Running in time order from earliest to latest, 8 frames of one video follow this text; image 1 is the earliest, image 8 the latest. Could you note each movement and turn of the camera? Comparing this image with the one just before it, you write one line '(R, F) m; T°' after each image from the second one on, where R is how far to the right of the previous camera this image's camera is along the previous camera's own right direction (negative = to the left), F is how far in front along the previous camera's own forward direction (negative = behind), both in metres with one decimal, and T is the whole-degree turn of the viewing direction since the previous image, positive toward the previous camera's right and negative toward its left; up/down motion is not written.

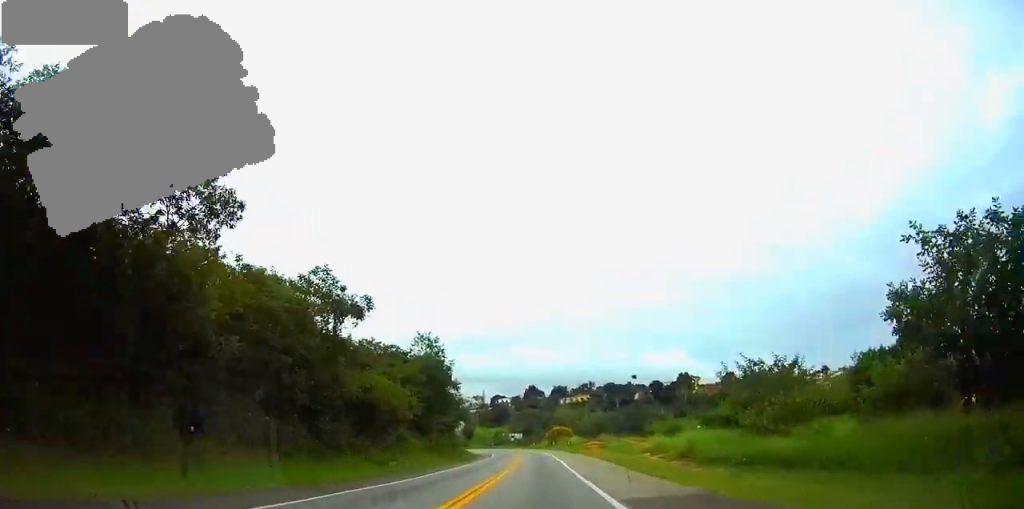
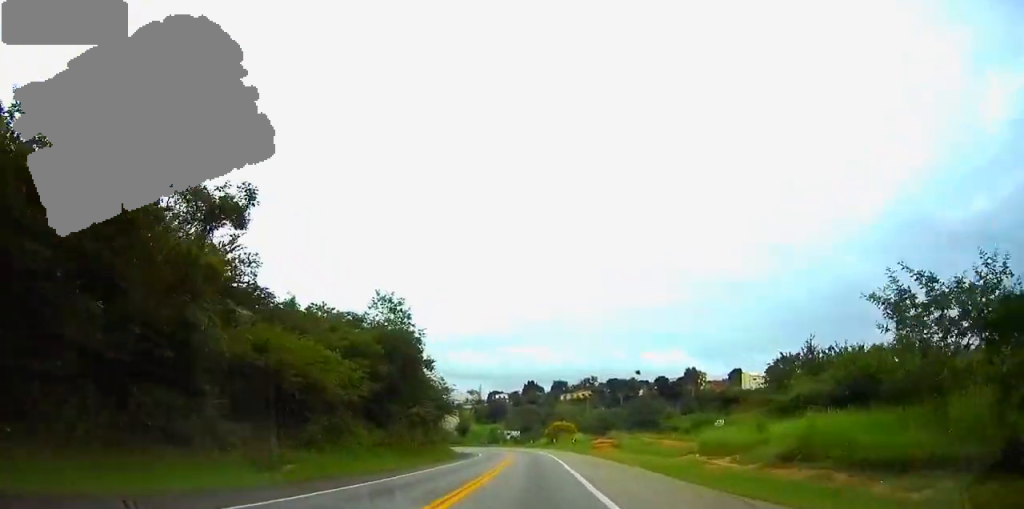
(0.0, +18.1) m; 0°
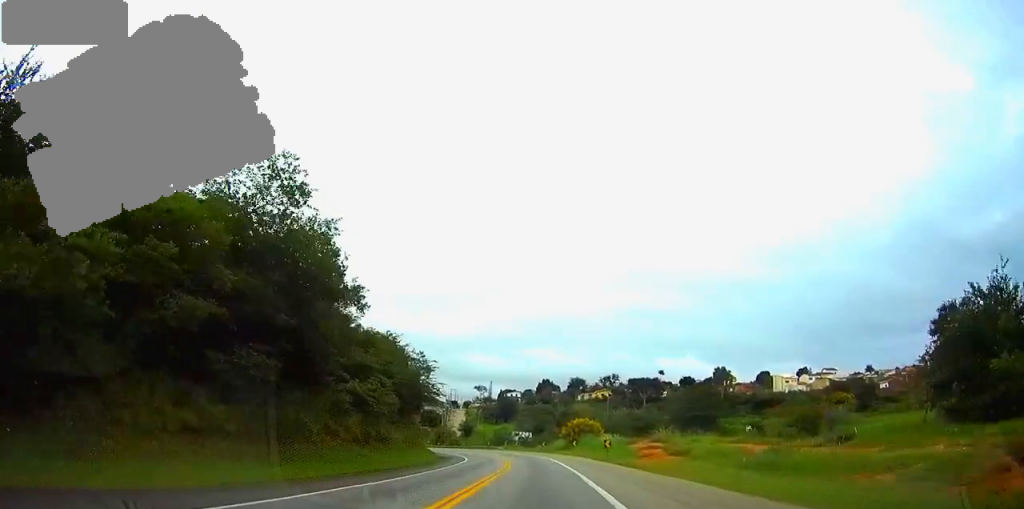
(-0.2, +28.3) m; -2°
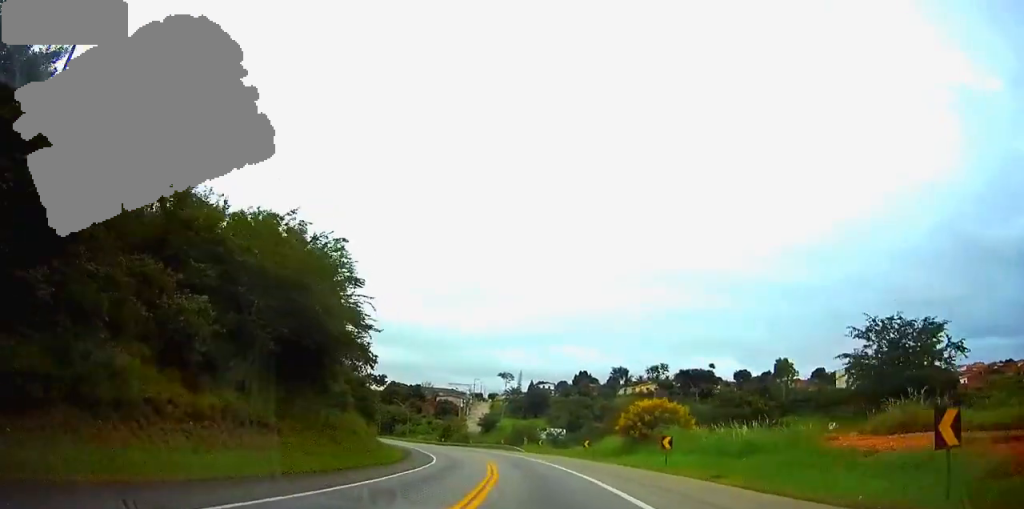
(-1.2, +40.1) m; -2°
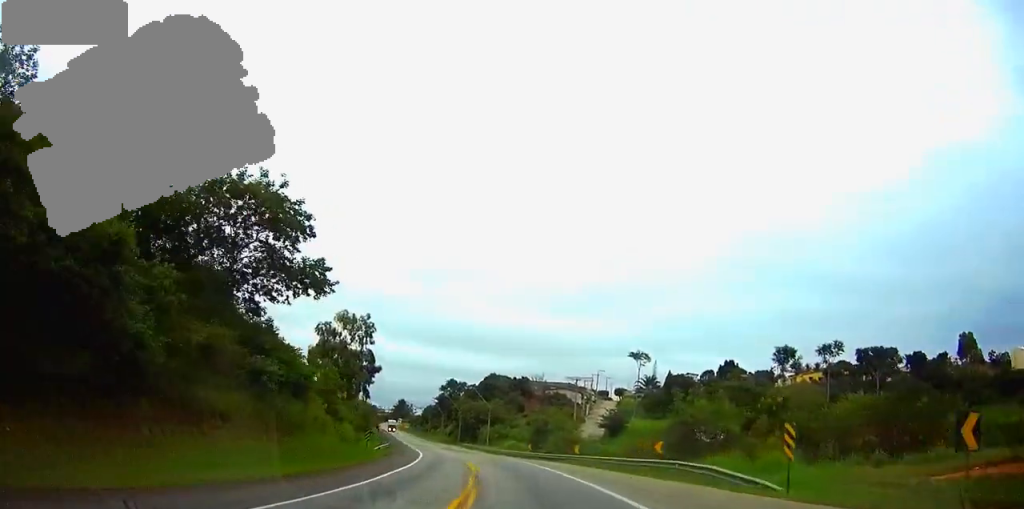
(-3.7, +60.8) m; -11°
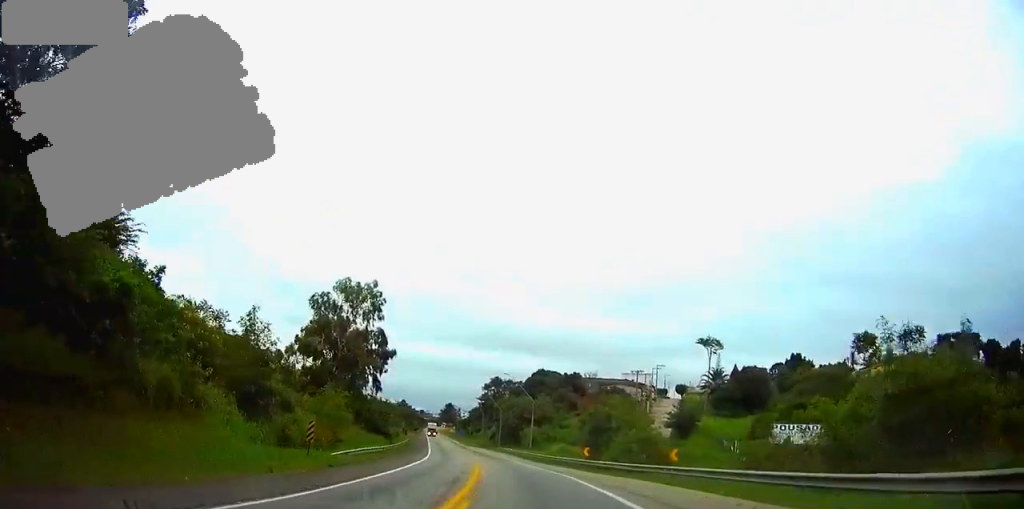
(-1.0, +22.0) m; -4°
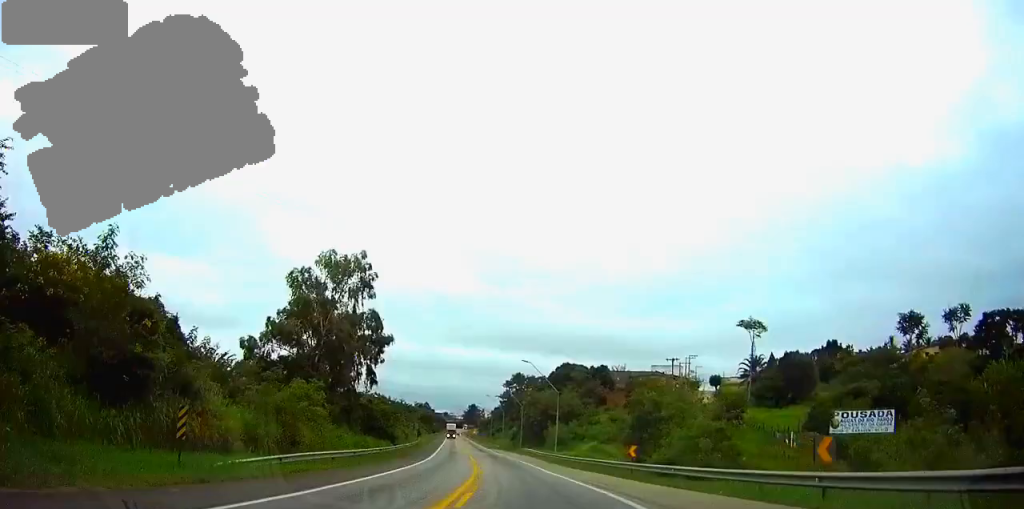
(-0.3, +13.3) m; -2°
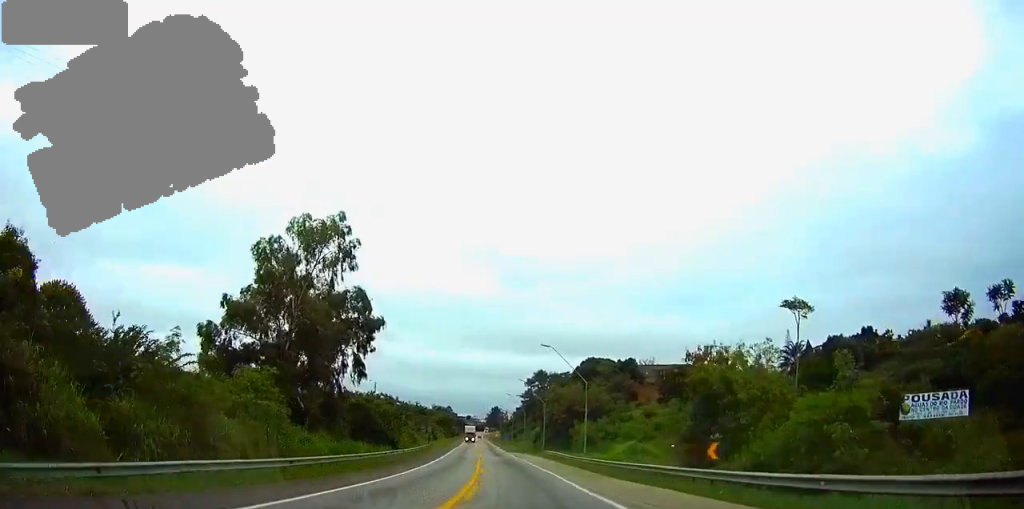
(-0.3, +12.5) m; -2°
